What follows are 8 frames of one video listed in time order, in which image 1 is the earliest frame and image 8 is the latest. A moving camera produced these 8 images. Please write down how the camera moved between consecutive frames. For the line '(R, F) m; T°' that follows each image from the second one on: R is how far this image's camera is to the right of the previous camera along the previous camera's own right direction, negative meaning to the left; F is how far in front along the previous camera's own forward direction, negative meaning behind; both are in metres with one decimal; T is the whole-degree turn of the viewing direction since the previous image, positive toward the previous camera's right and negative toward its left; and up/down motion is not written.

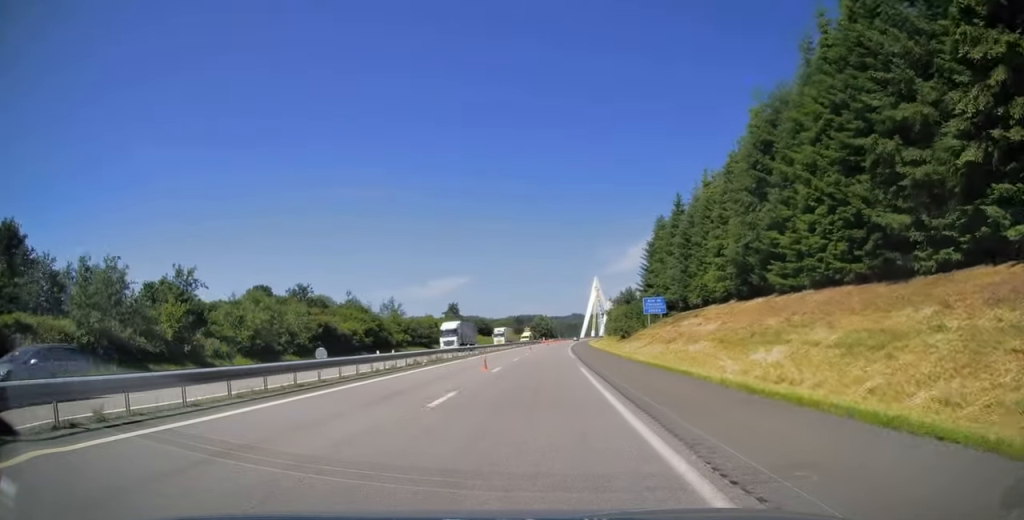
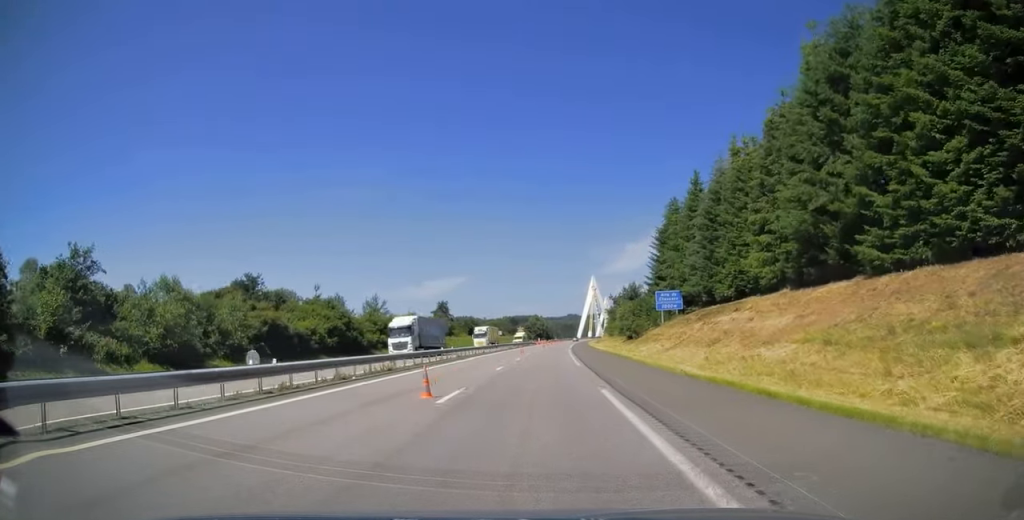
(+0.2, +12.3) m; 0°
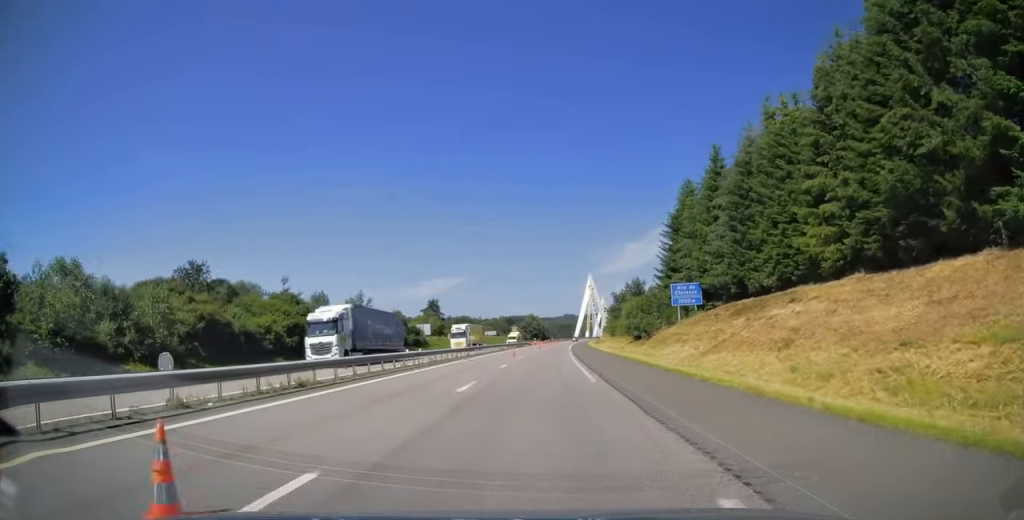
(0.0, +10.1) m; 0°
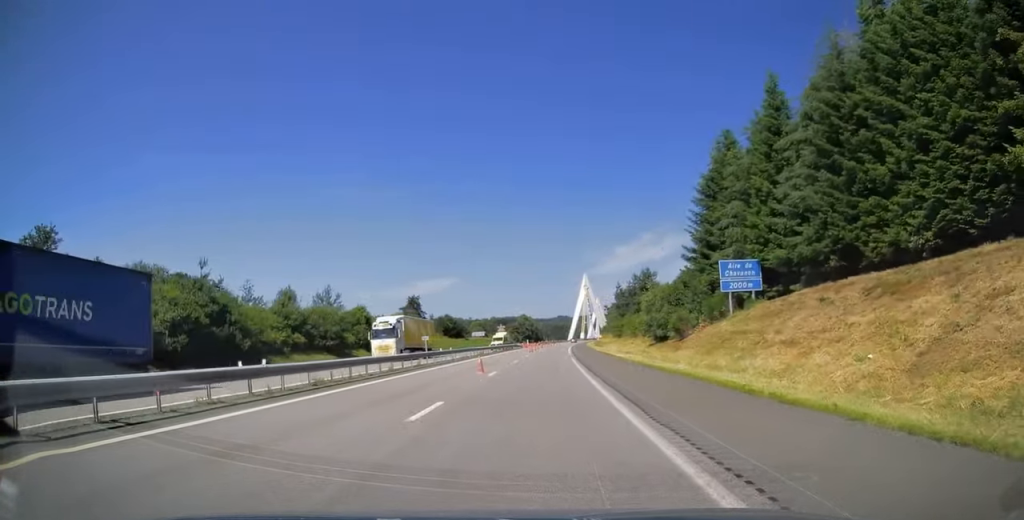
(-0.1, +18.5) m; +1°
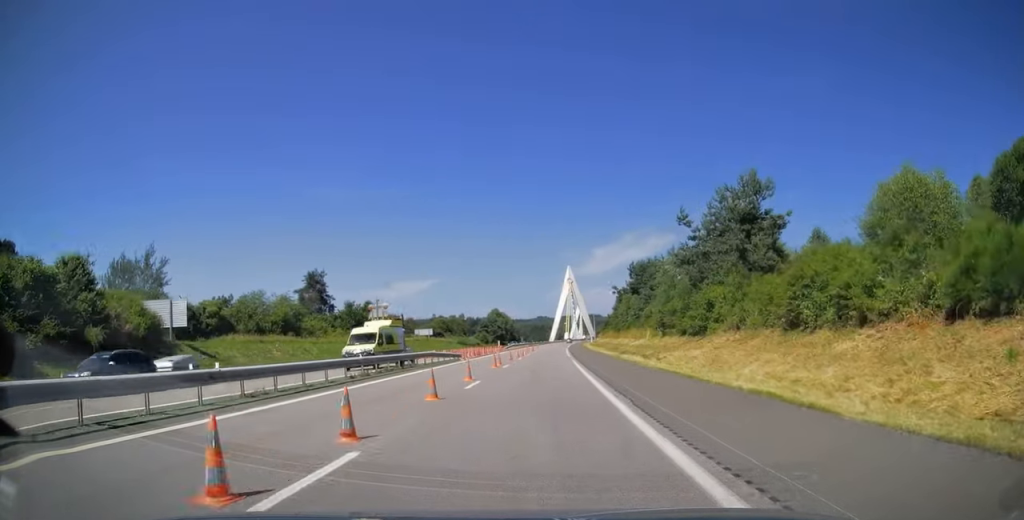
(+1.1, +57.6) m; +1°
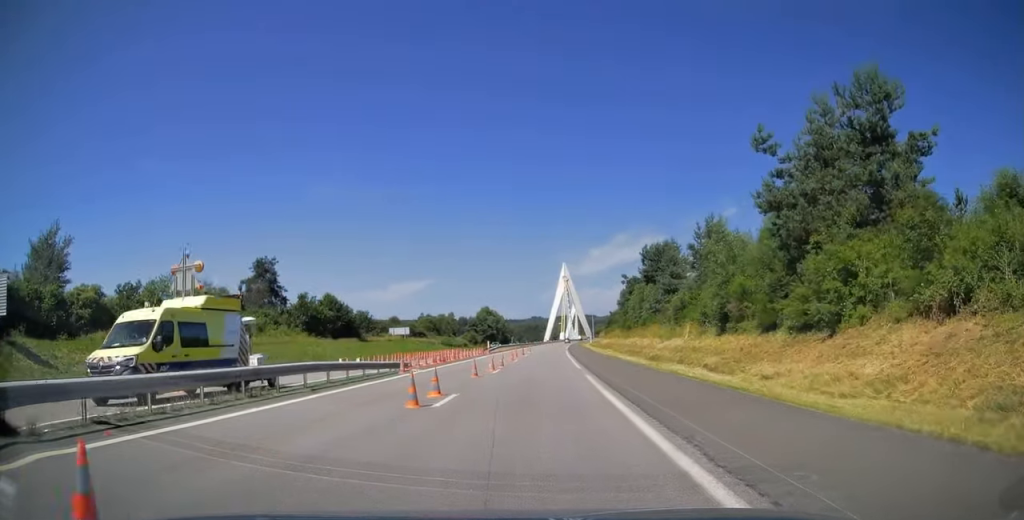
(-0.1, +17.6) m; +1°
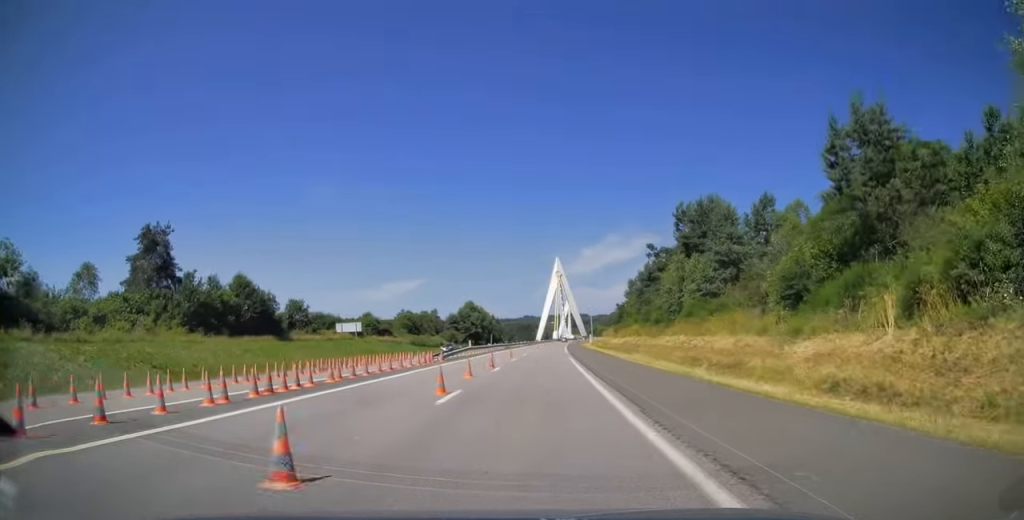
(+0.4, +25.3) m; +1°
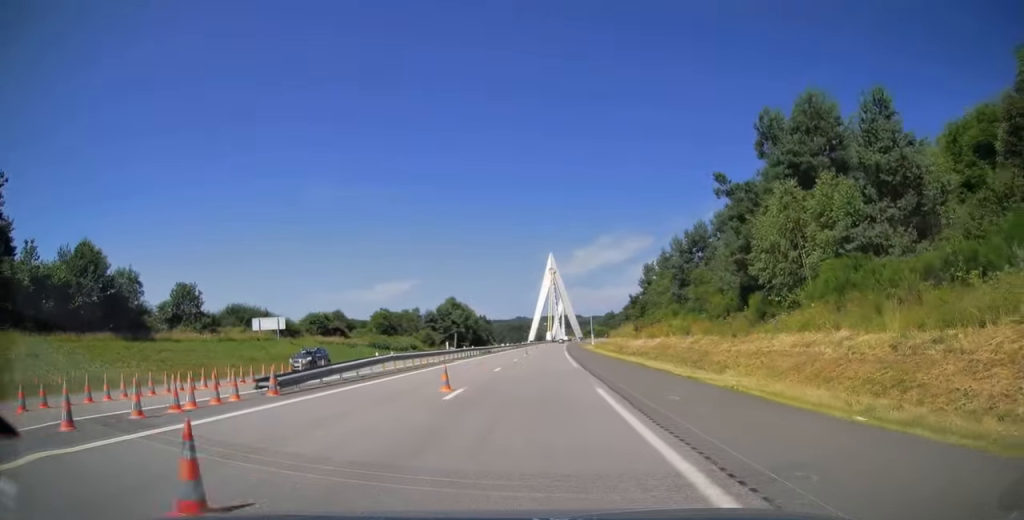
(0.0, +24.4) m; +1°
